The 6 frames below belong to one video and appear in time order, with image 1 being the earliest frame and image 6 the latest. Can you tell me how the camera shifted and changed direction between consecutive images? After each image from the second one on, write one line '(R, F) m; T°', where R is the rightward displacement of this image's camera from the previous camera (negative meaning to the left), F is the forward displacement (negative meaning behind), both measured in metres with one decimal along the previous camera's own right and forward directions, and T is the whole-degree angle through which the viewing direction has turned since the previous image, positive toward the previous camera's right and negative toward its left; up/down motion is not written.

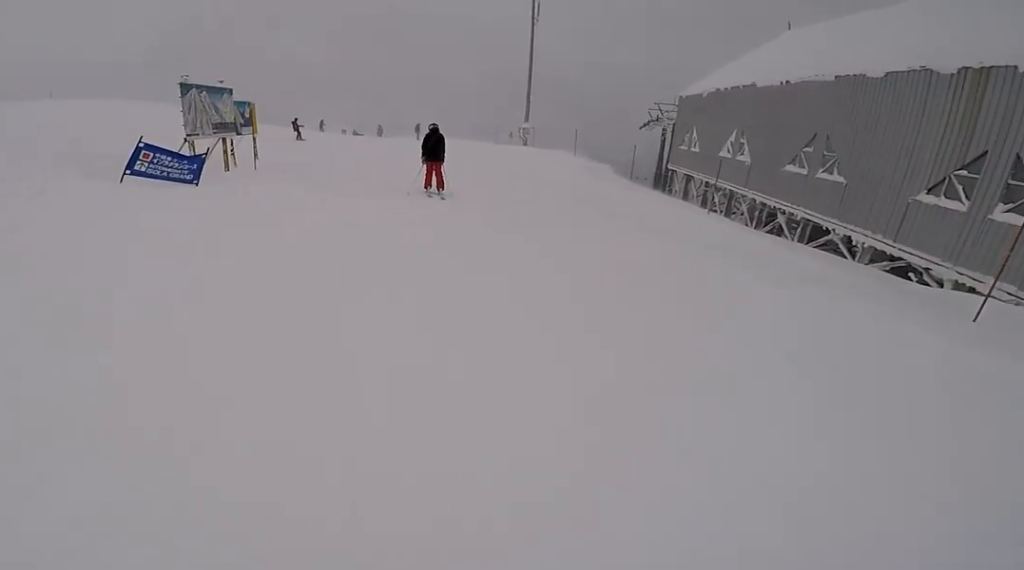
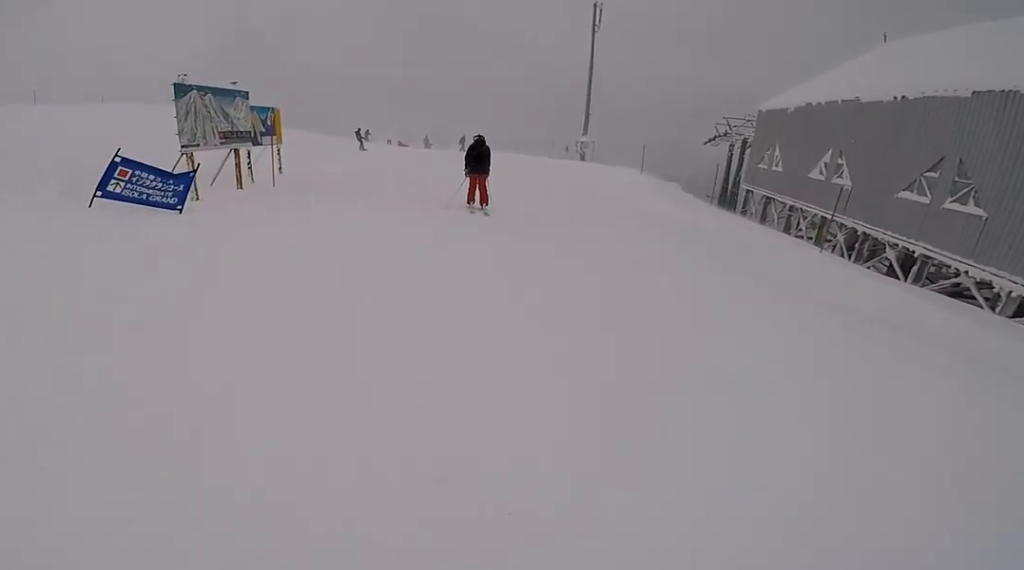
(0.0, +2.2) m; -2°
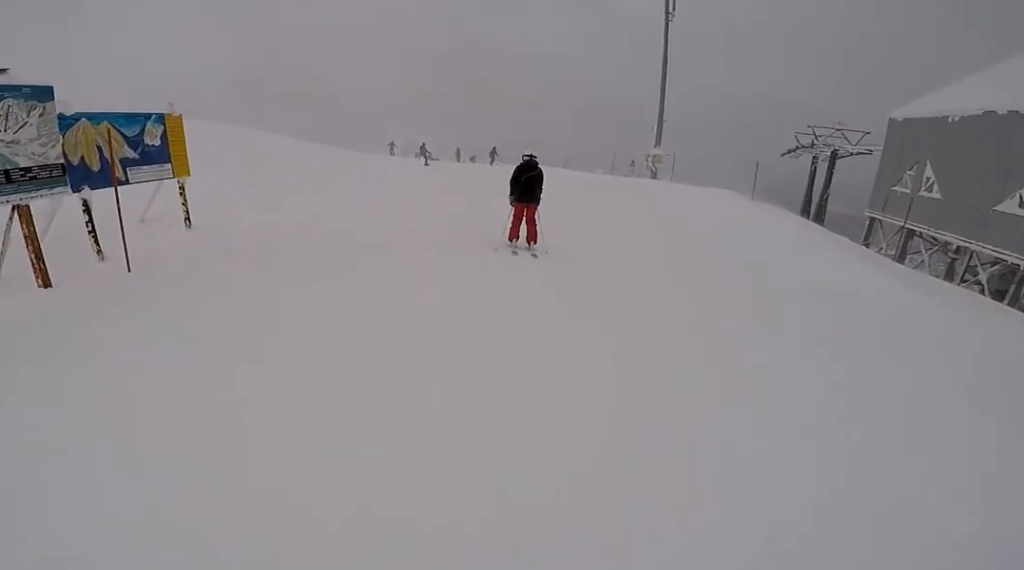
(-0.2, +6.4) m; -3°
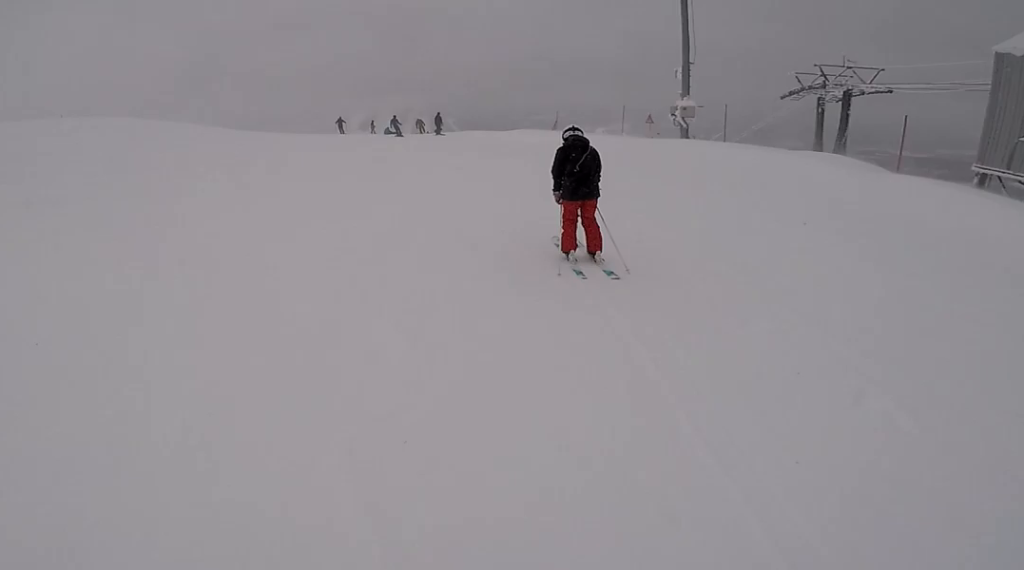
(-0.1, +8.5) m; -1°
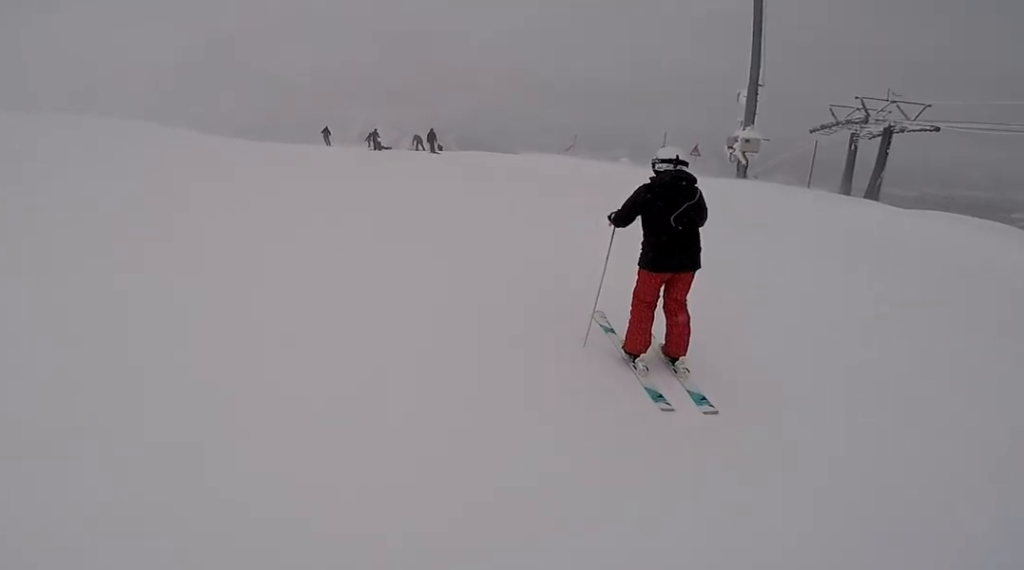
(0.0, +4.7) m; +1°
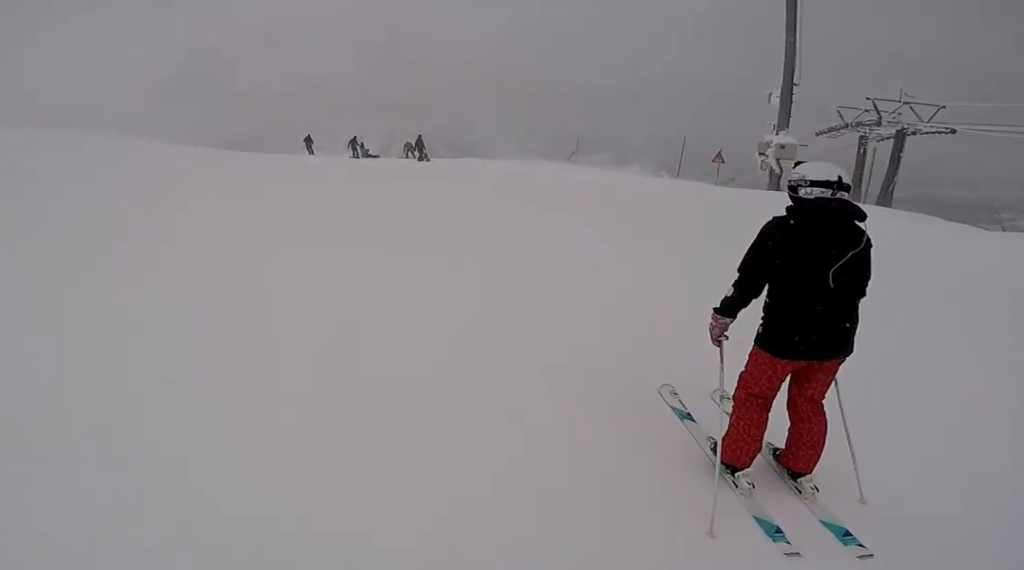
(0.0, +2.2) m; -1°
